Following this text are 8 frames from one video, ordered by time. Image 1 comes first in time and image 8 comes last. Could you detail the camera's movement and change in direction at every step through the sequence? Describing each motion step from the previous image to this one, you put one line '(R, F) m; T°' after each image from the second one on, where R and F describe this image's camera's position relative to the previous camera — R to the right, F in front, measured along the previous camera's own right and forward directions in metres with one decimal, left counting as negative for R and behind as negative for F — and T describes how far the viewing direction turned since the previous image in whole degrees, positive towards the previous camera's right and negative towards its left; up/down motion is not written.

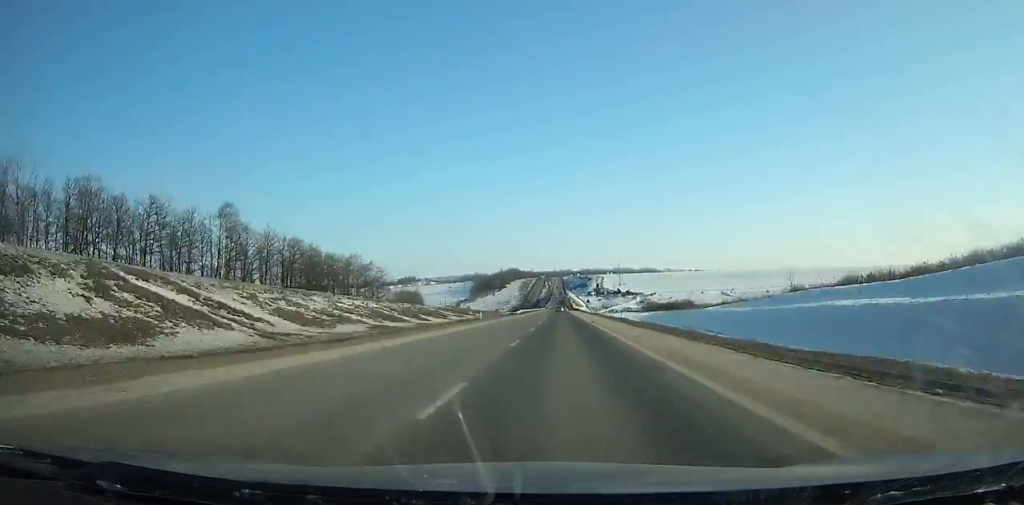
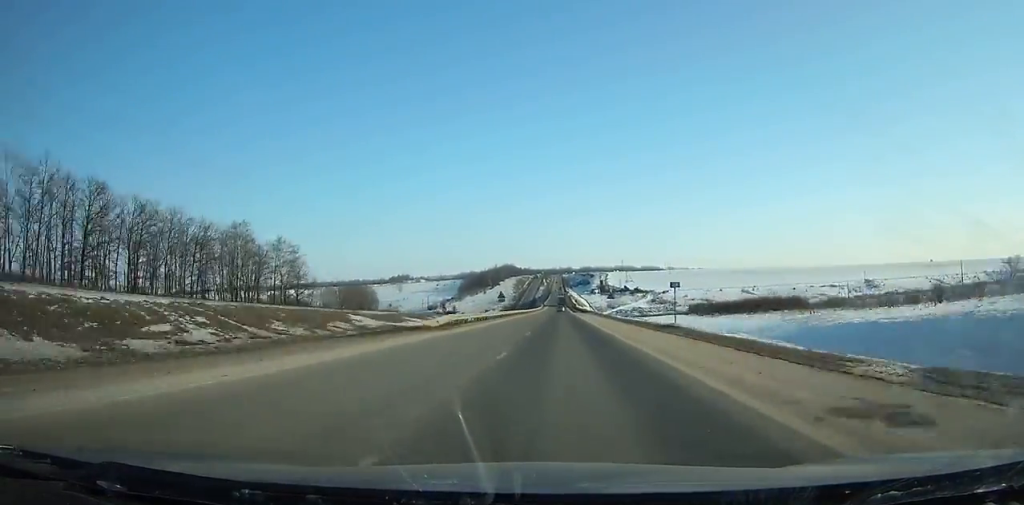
(0.0, +64.1) m; 0°
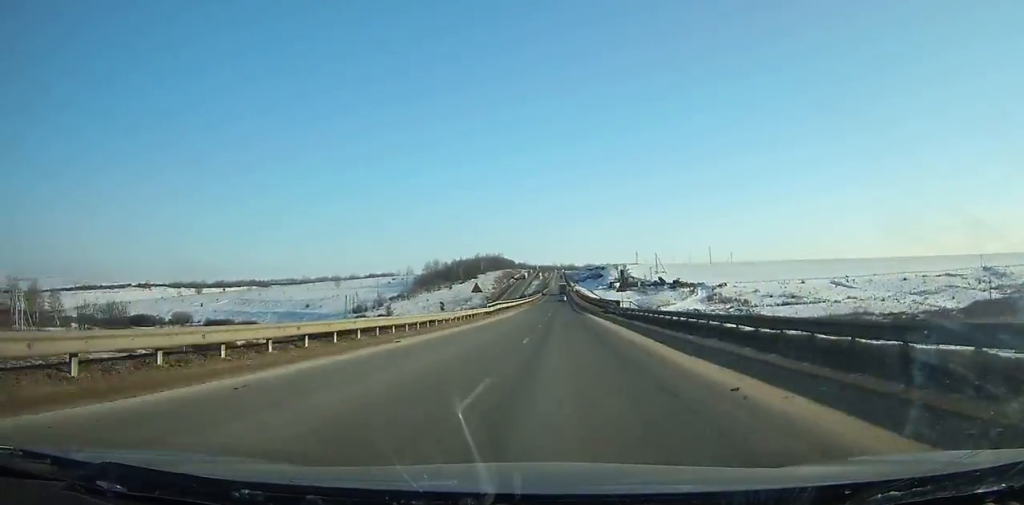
(+0.3, +159.5) m; 0°
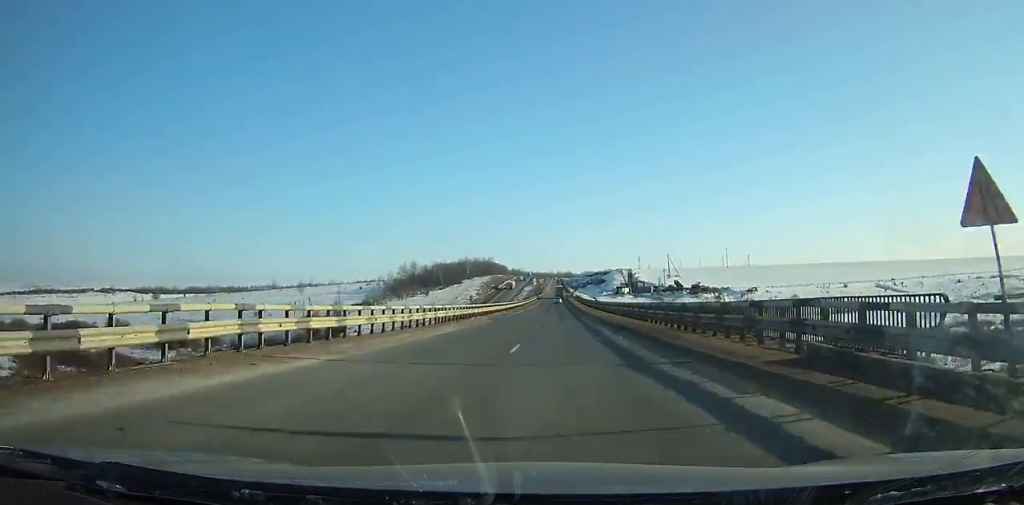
(0.0, +53.6) m; 0°
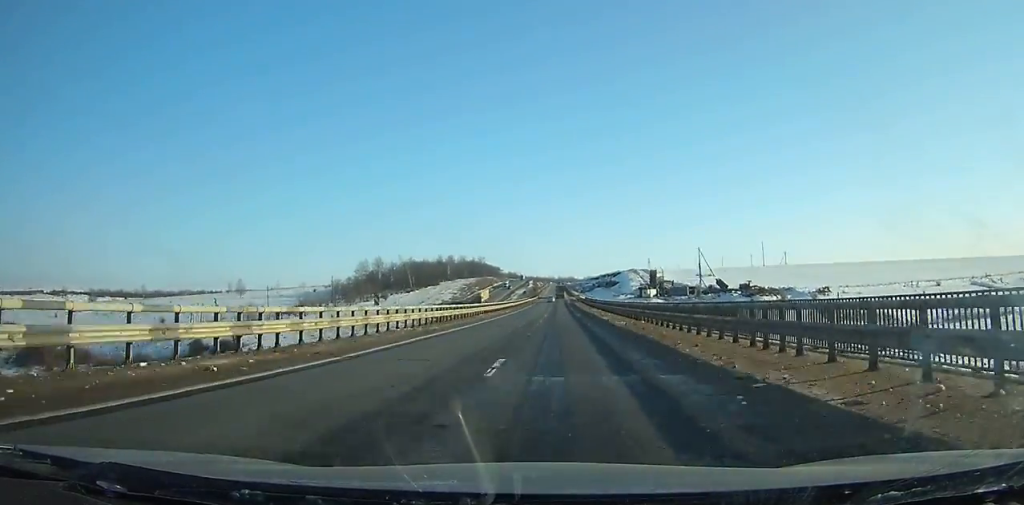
(0.0, +68.9) m; 0°
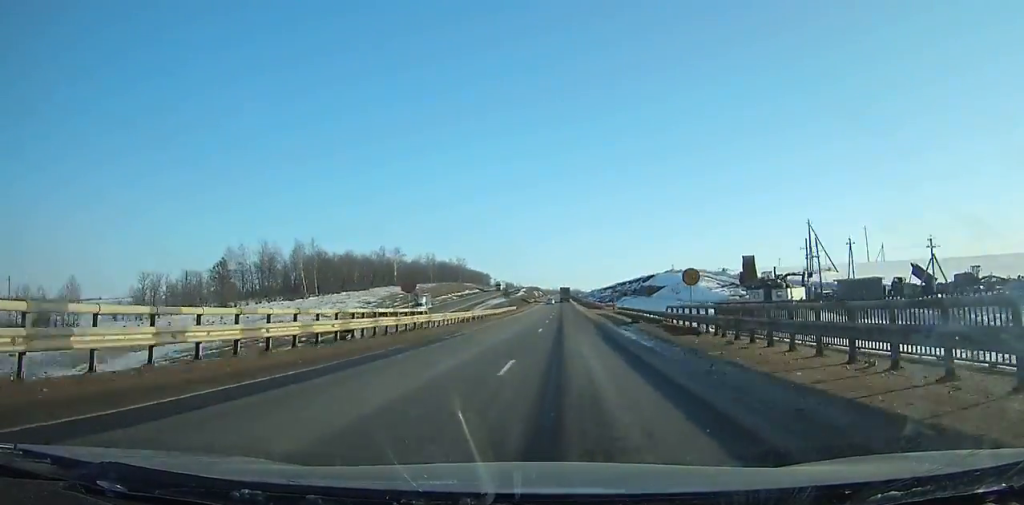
(-0.4, +111.4) m; -1°
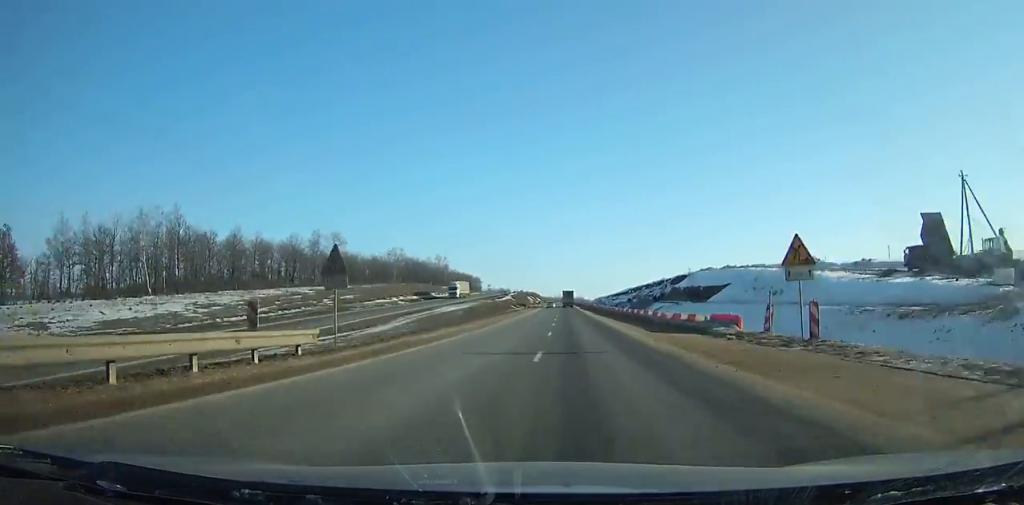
(-0.1, +61.3) m; 0°
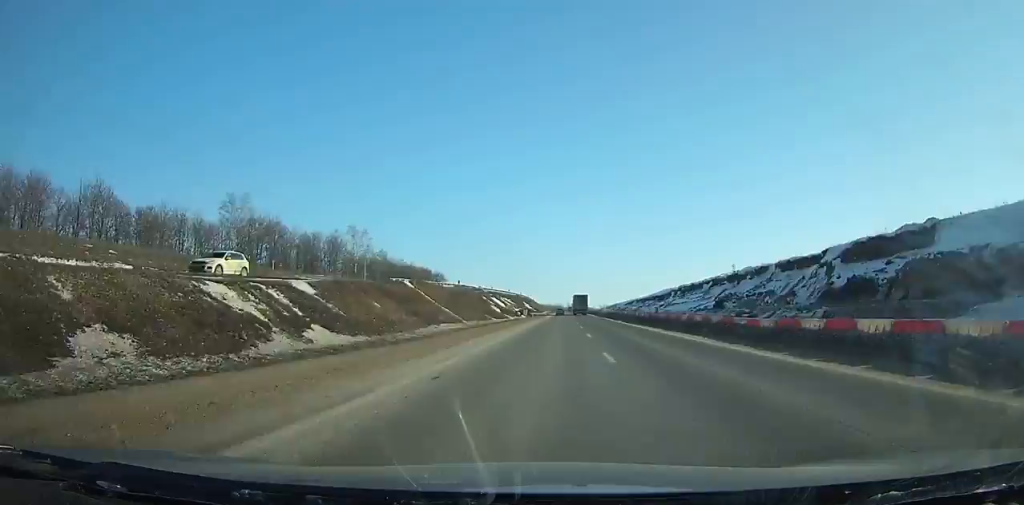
(-0.3, +118.7) m; 0°
